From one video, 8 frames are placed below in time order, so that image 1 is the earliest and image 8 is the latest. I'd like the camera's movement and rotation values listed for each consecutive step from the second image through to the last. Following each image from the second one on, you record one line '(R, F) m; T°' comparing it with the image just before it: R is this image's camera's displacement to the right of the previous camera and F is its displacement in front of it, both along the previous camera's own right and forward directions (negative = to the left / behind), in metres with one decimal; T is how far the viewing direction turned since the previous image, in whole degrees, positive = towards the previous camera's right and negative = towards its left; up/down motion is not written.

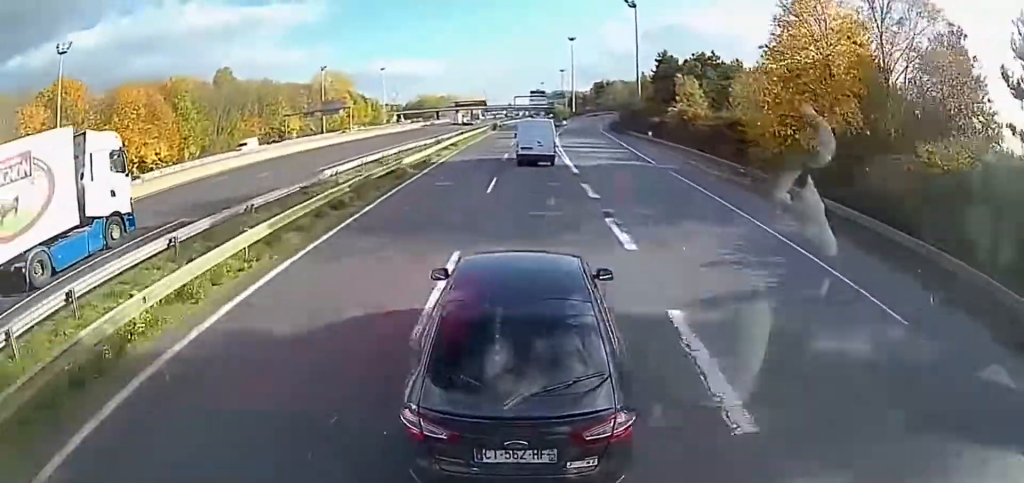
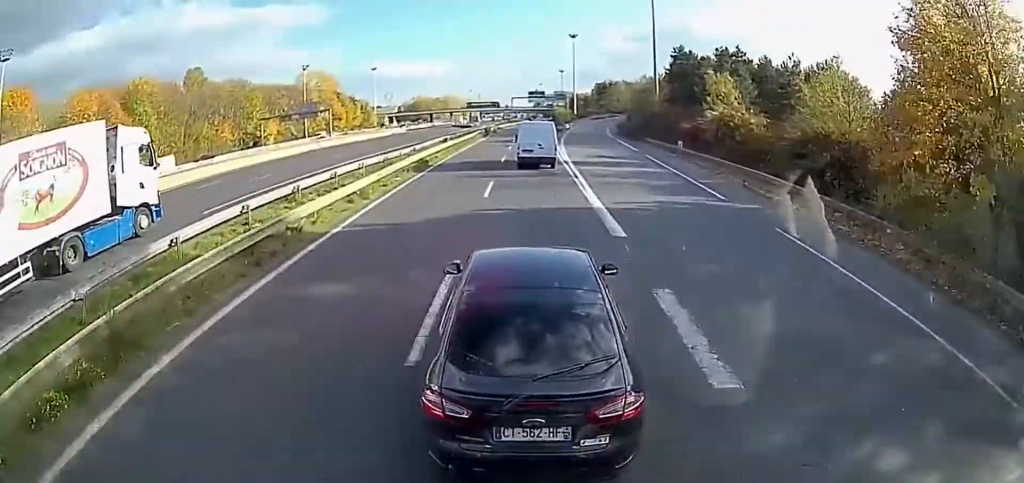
(0.0, +11.5) m; 0°
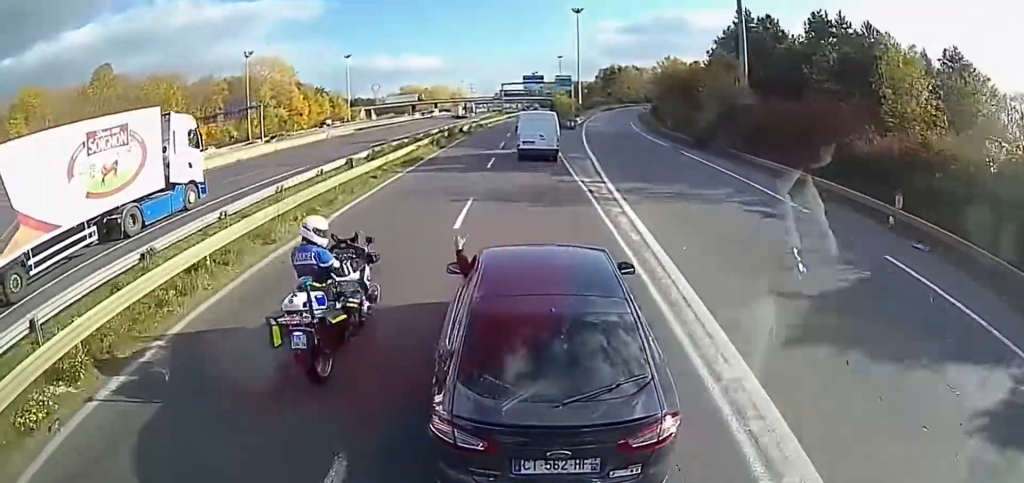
(0.0, +28.2) m; 0°
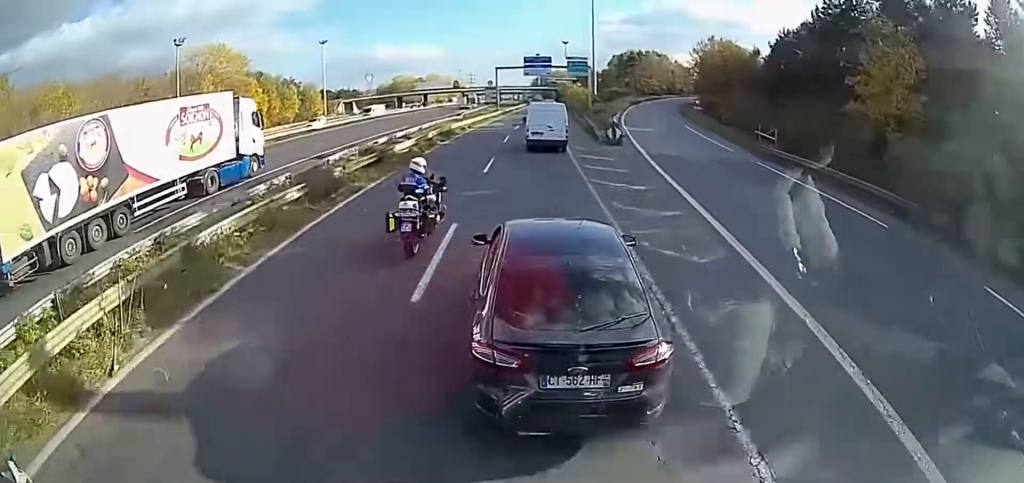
(0.0, +26.7) m; 0°
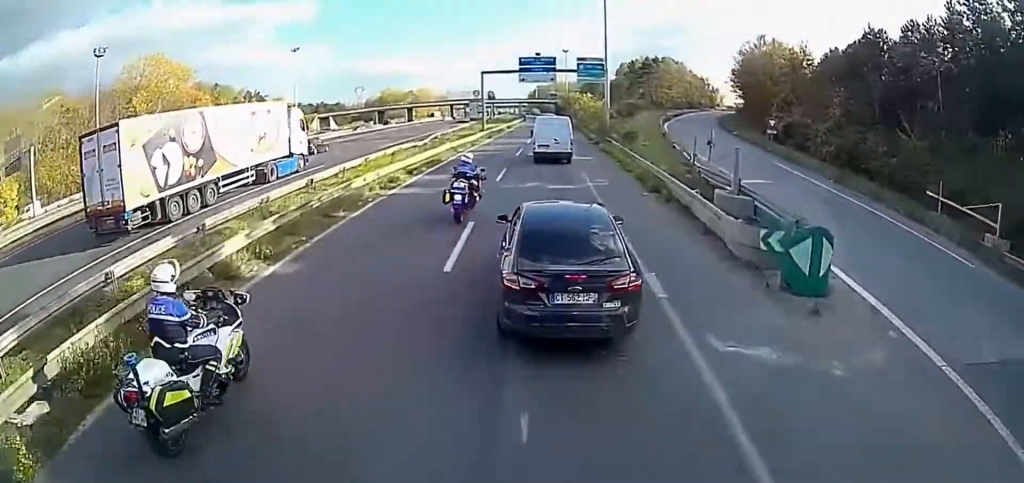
(+0.1, +22.3) m; +1°
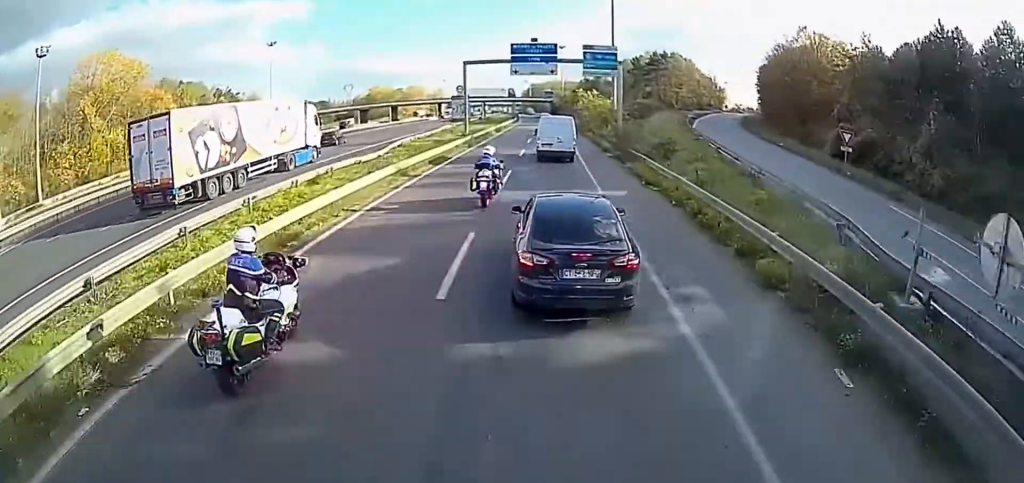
(0.0, +12.7) m; +1°
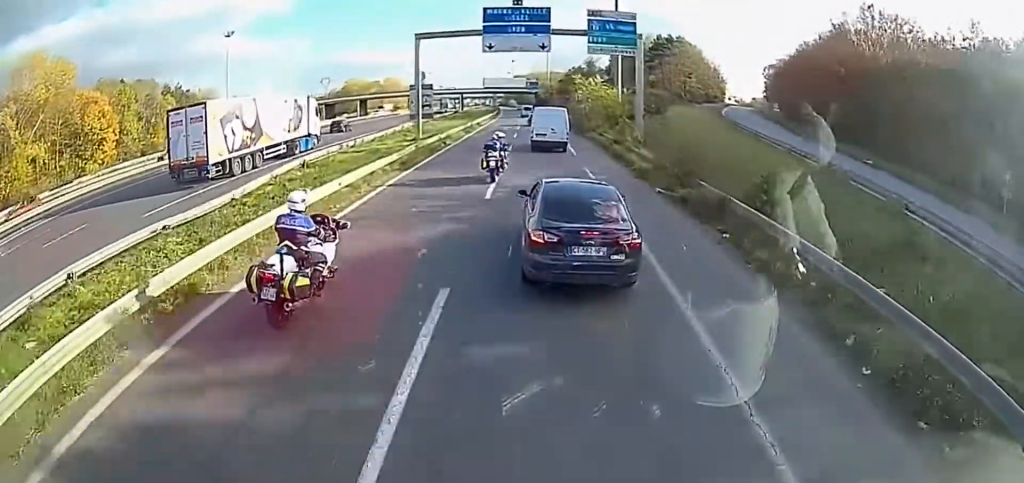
(+0.4, +15.1) m; +2°
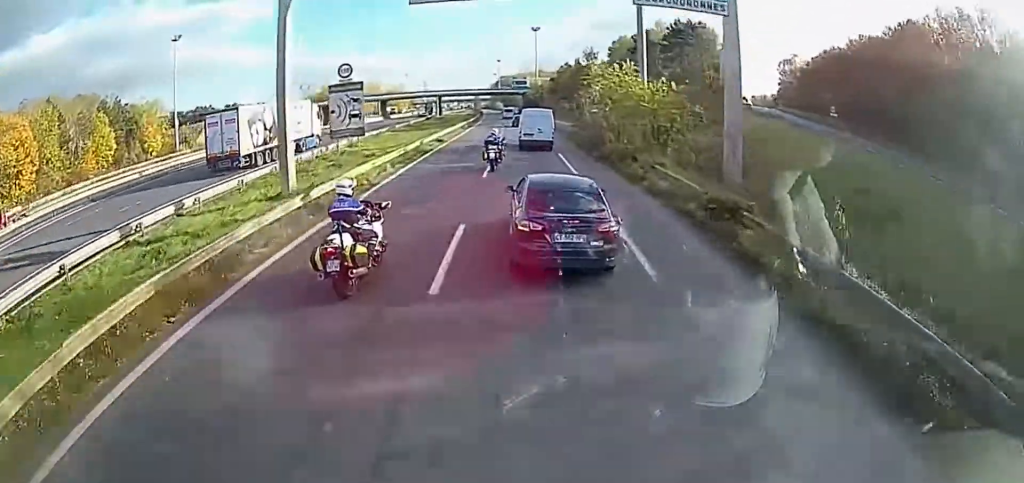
(+0.2, +18.1) m; +1°
